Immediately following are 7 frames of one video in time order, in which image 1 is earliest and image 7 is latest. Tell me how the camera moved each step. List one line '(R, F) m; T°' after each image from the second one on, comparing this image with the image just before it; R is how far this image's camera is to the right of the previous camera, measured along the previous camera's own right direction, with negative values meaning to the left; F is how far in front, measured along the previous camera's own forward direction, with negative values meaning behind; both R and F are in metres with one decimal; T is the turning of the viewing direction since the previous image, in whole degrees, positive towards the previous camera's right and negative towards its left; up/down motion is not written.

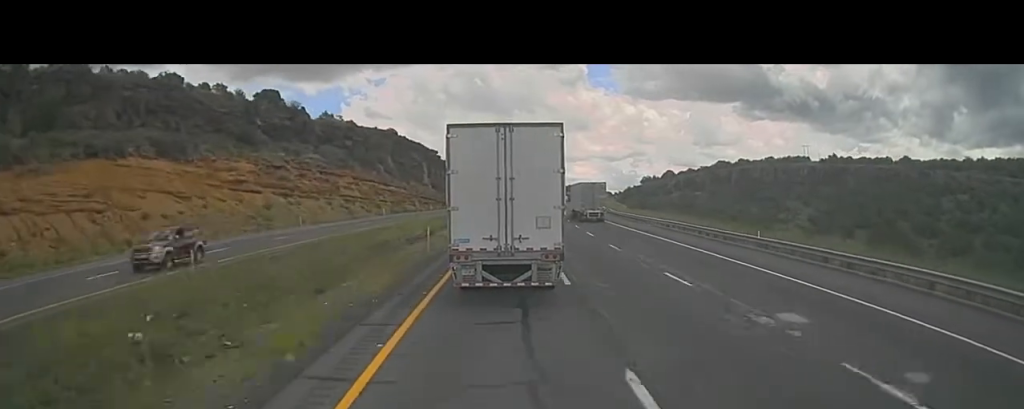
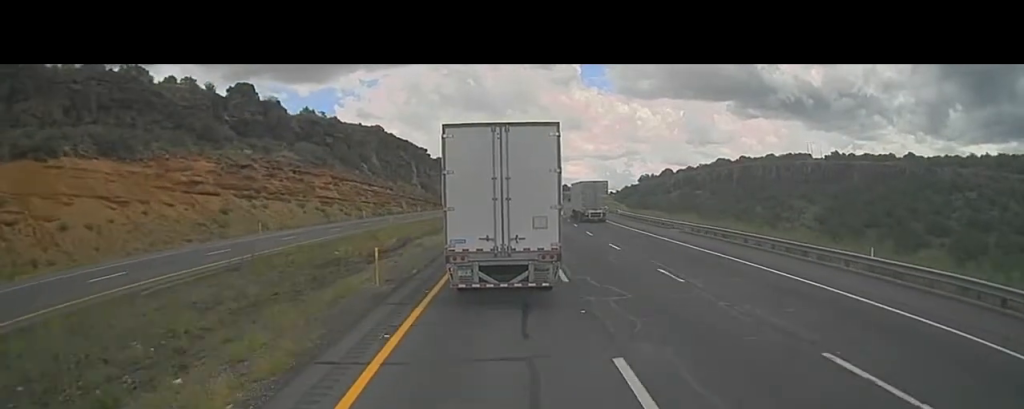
(+0.1, +11.3) m; +1°
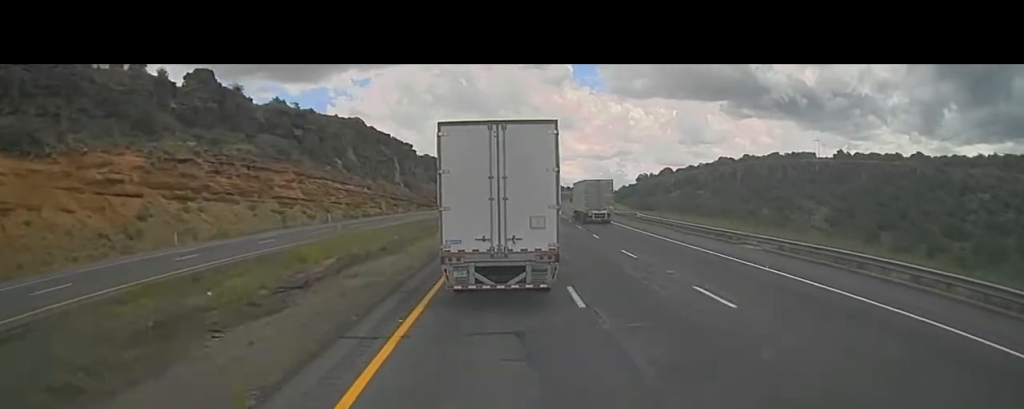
(+0.3, +16.6) m; +2°
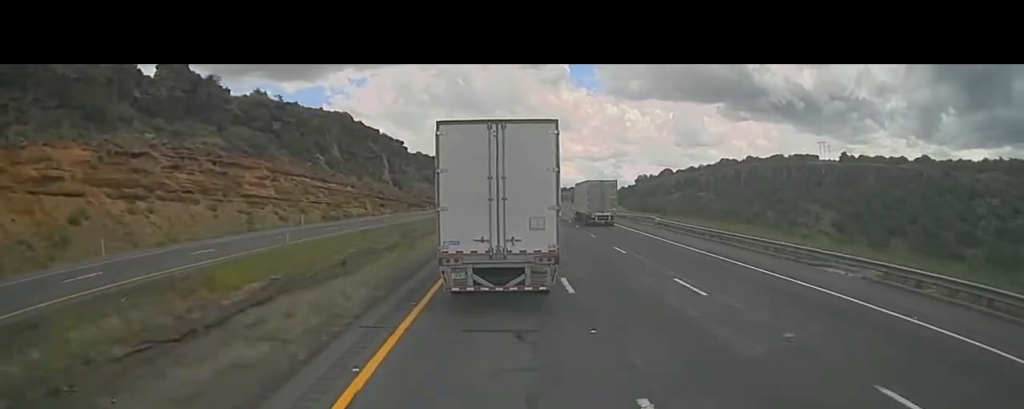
(+0.2, +9.7) m; 0°
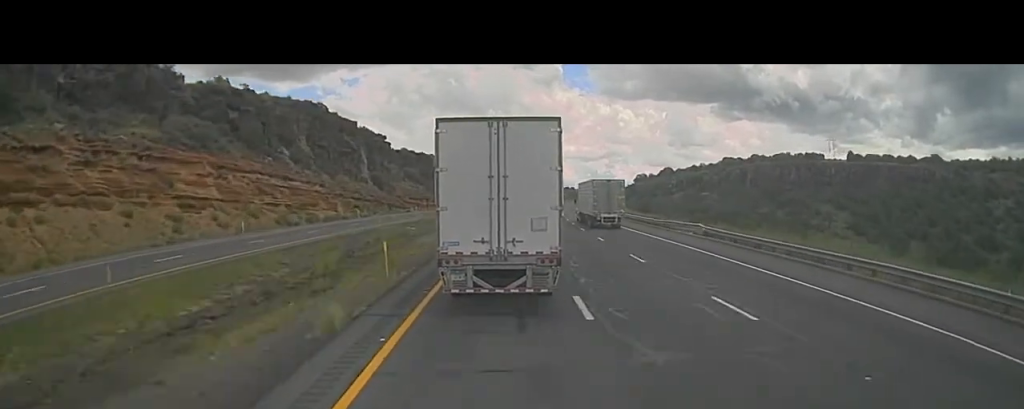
(+0.2, +16.4) m; 0°
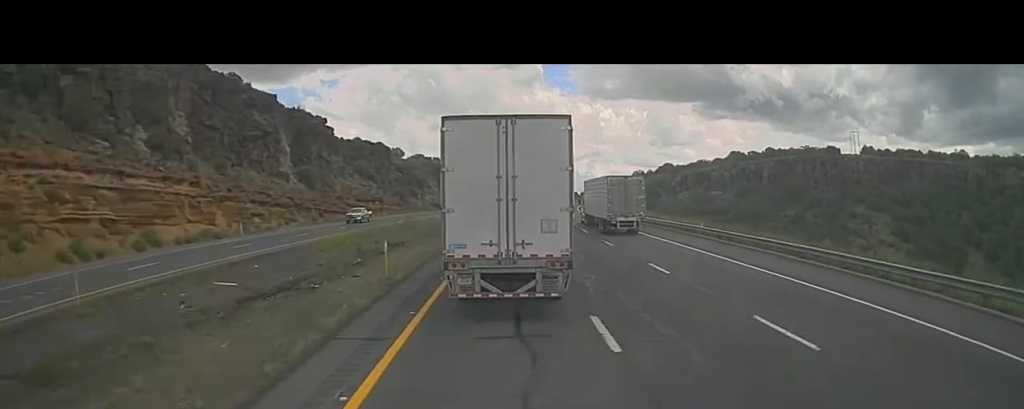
(+0.6, +38.7) m; +2°
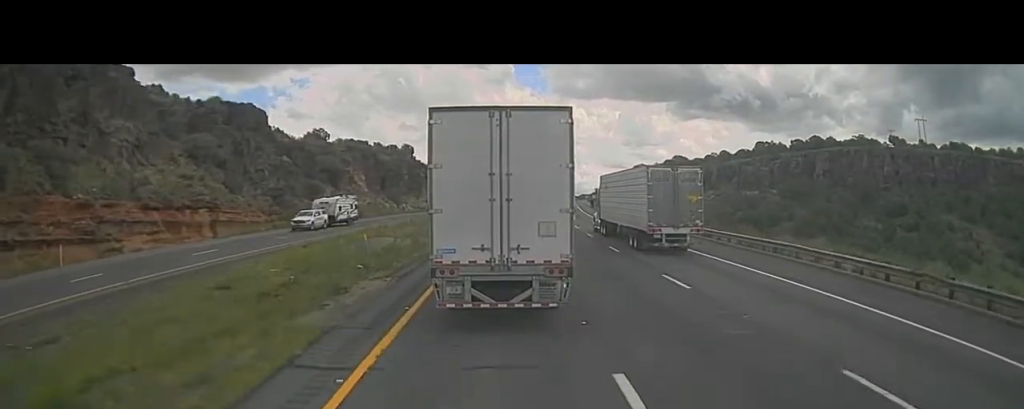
(+1.9, +66.1) m; +3°
